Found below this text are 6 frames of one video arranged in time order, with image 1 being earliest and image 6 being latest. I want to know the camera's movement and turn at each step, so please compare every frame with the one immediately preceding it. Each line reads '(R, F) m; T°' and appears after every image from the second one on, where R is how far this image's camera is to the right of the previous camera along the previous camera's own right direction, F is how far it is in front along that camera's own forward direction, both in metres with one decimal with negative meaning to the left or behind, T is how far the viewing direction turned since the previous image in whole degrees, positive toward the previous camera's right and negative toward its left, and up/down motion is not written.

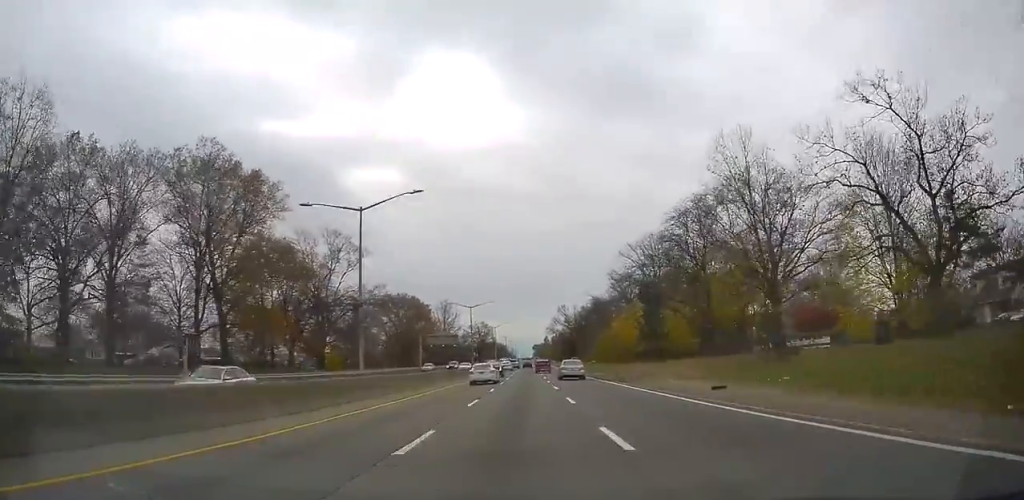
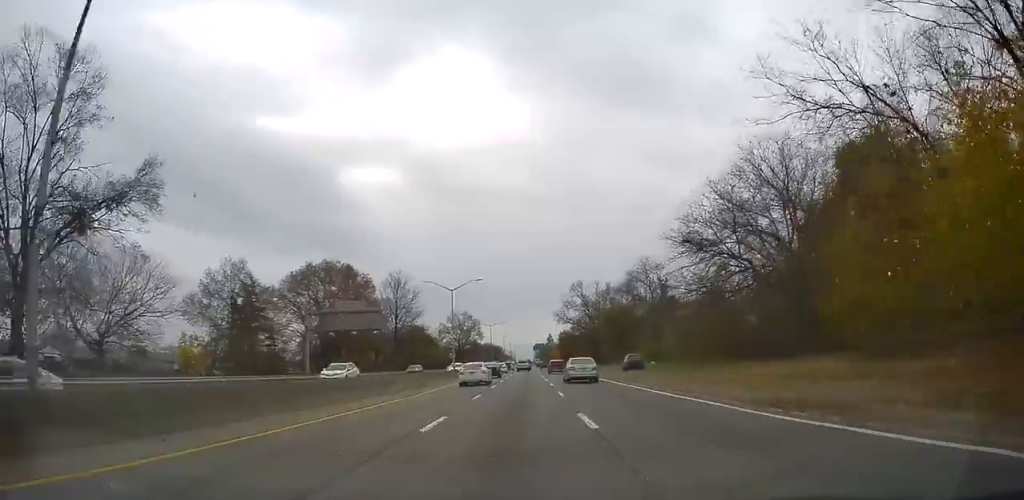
(+0.8, +69.7) m; 0°
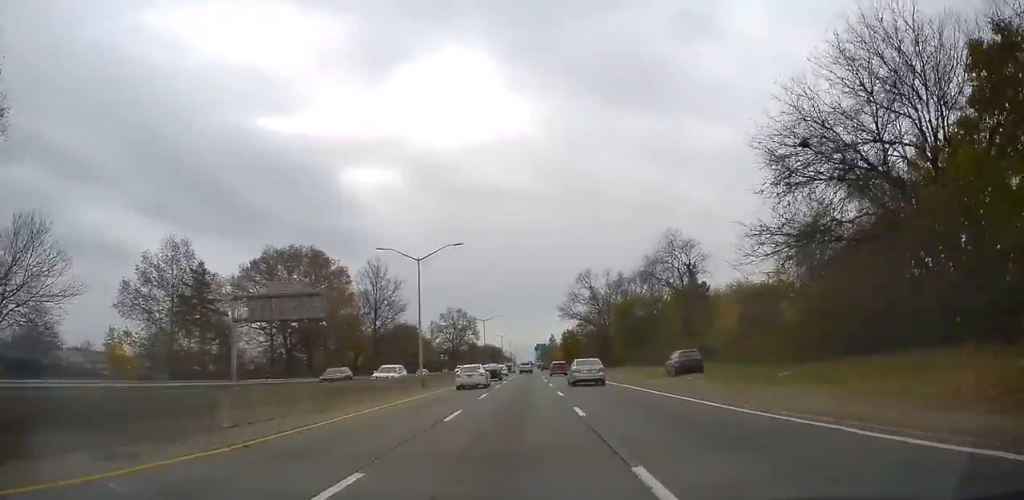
(-0.2, +17.5) m; -1°
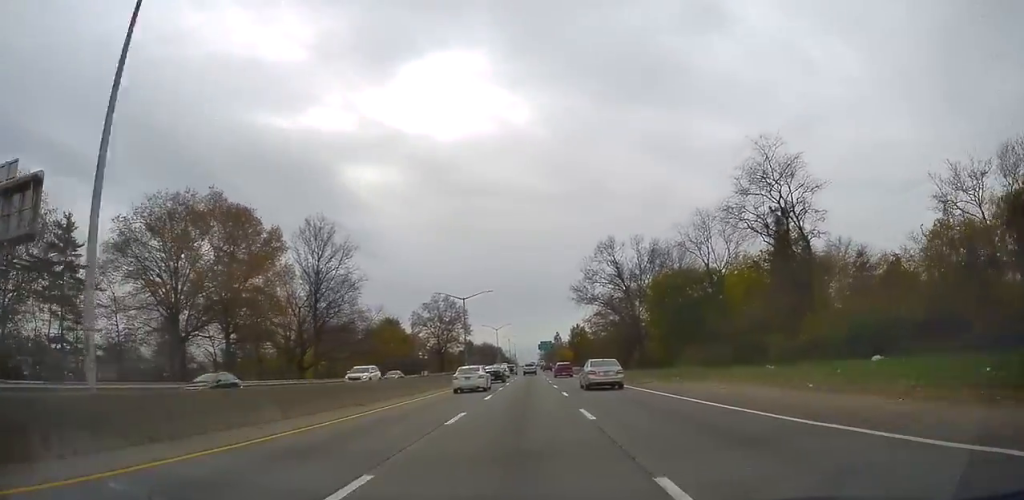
(-0.1, +30.8) m; +1°
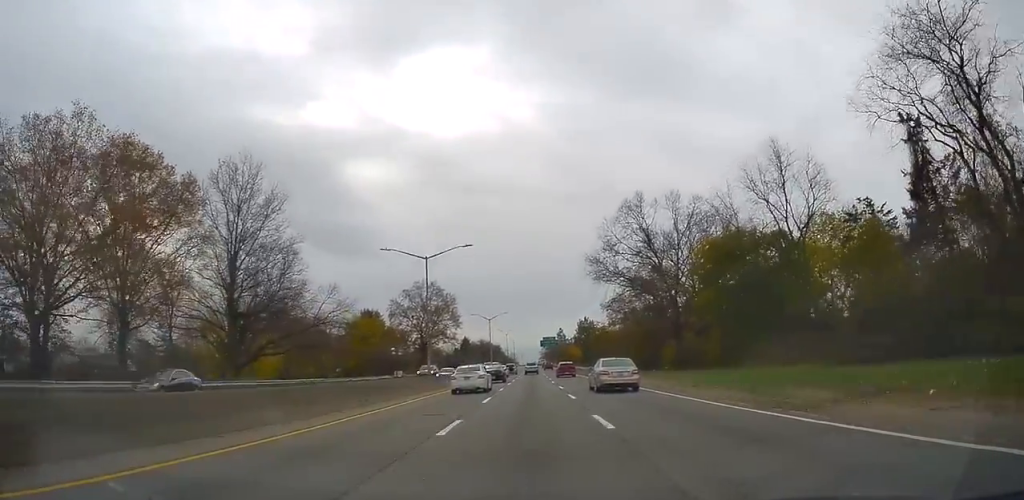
(+0.2, +22.3) m; 0°
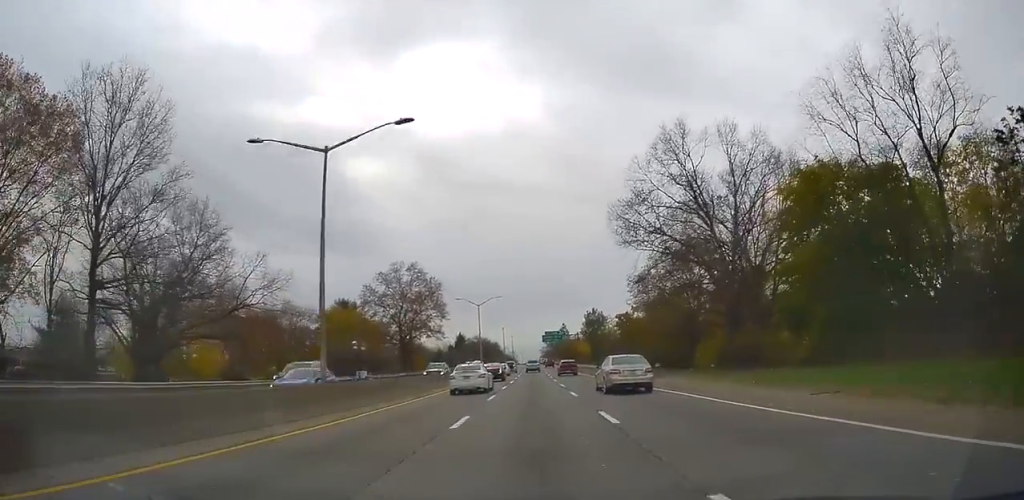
(0.0, +19.5) m; 0°
